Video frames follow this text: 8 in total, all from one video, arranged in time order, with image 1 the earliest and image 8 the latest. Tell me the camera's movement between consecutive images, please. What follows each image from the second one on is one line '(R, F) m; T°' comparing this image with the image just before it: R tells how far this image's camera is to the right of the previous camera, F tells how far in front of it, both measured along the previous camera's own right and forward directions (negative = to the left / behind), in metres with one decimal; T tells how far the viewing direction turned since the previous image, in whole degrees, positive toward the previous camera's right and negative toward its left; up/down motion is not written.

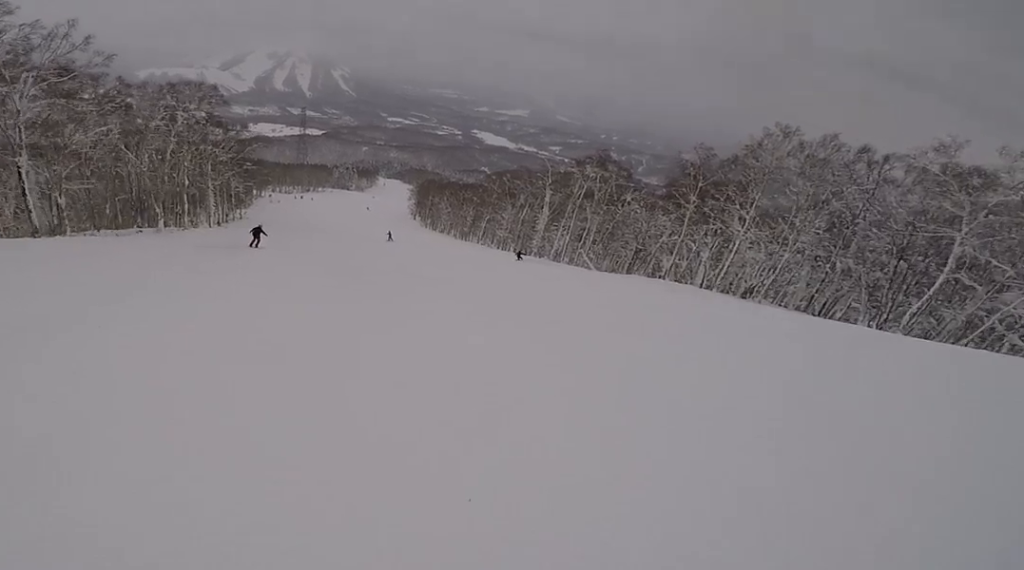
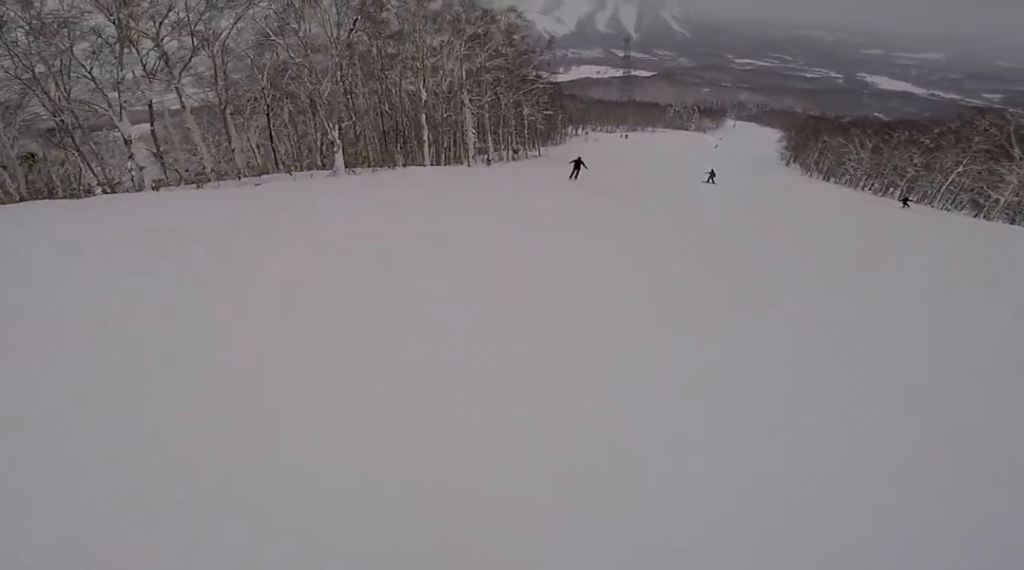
(-8.8, +22.5) m; -28°
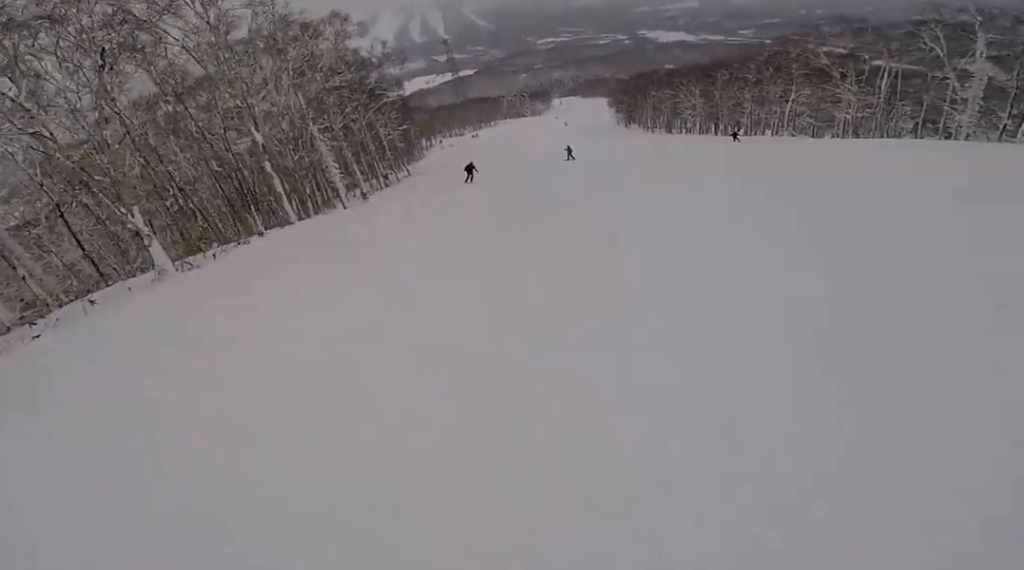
(-0.2, +6.4) m; +8°
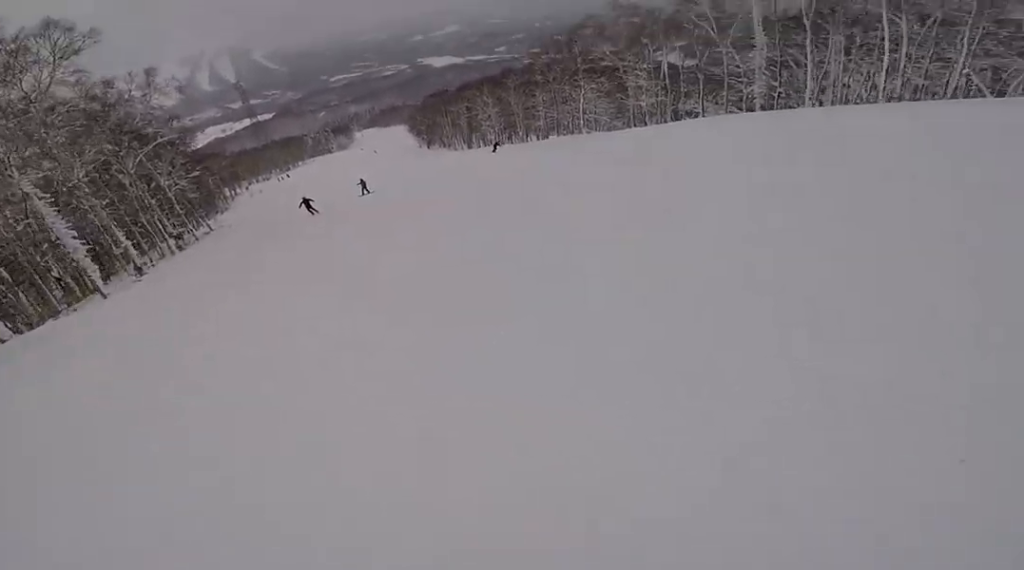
(+1.7, +9.2) m; +16°
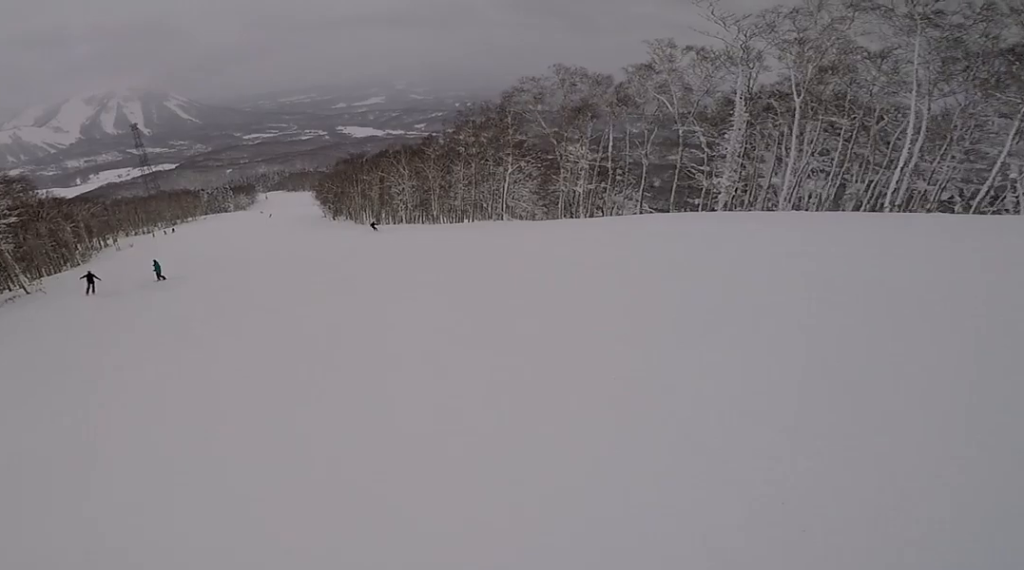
(+1.0, +11.2) m; +5°
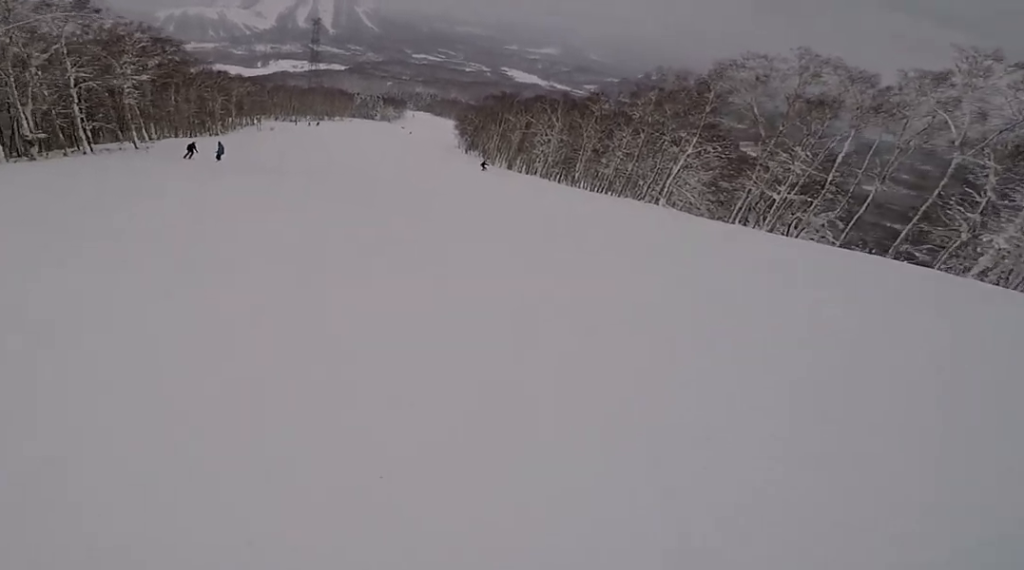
(+0.1, +6.2) m; -6°
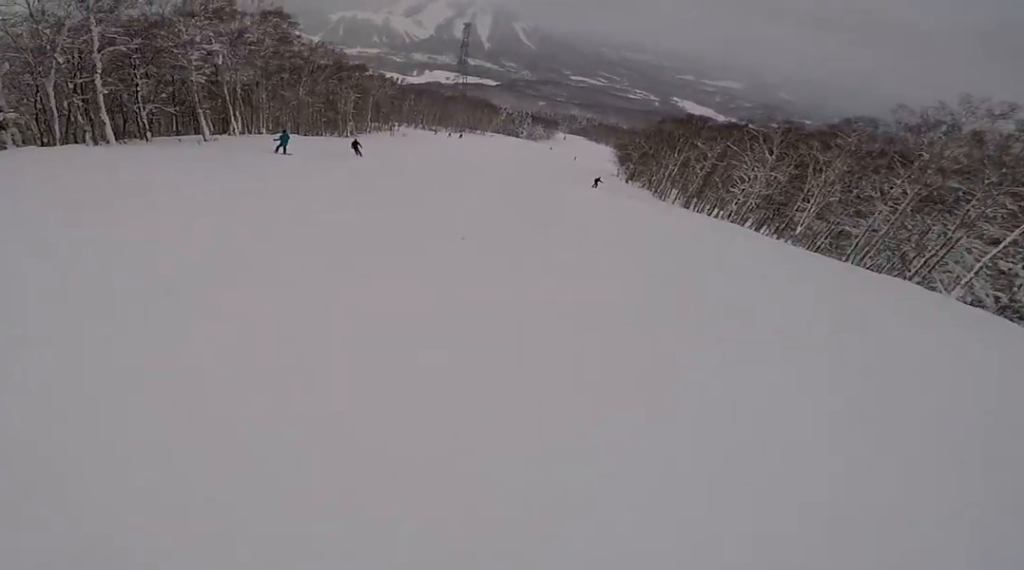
(-2.0, +13.6) m; -18°
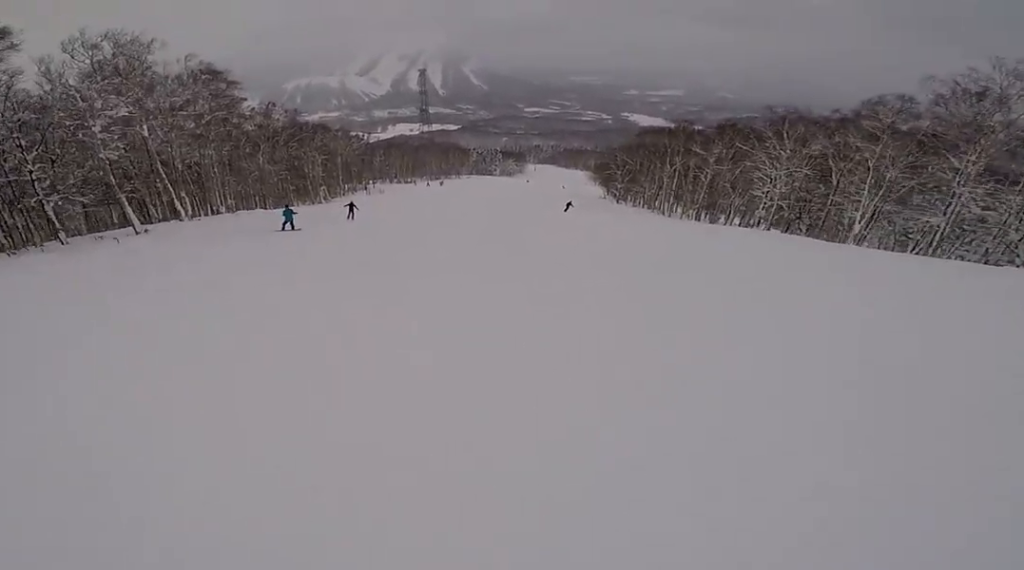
(-0.9, +8.5) m; +4°
